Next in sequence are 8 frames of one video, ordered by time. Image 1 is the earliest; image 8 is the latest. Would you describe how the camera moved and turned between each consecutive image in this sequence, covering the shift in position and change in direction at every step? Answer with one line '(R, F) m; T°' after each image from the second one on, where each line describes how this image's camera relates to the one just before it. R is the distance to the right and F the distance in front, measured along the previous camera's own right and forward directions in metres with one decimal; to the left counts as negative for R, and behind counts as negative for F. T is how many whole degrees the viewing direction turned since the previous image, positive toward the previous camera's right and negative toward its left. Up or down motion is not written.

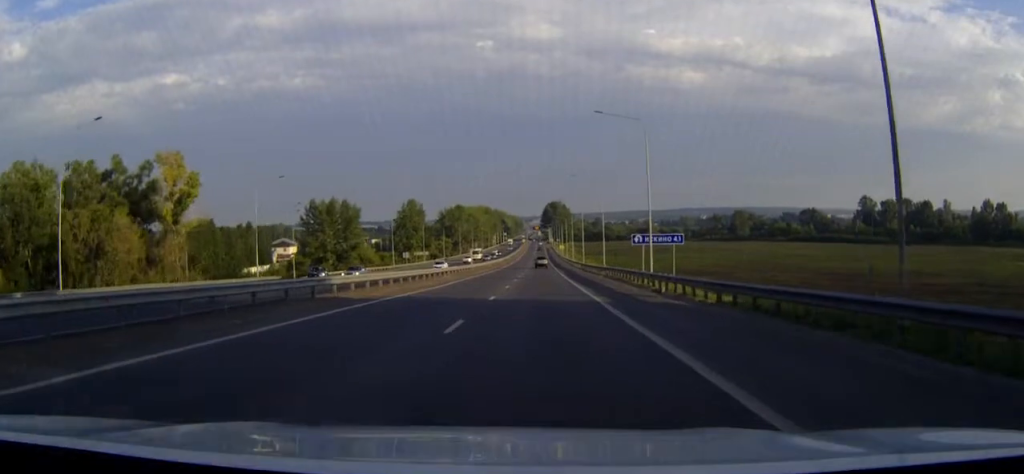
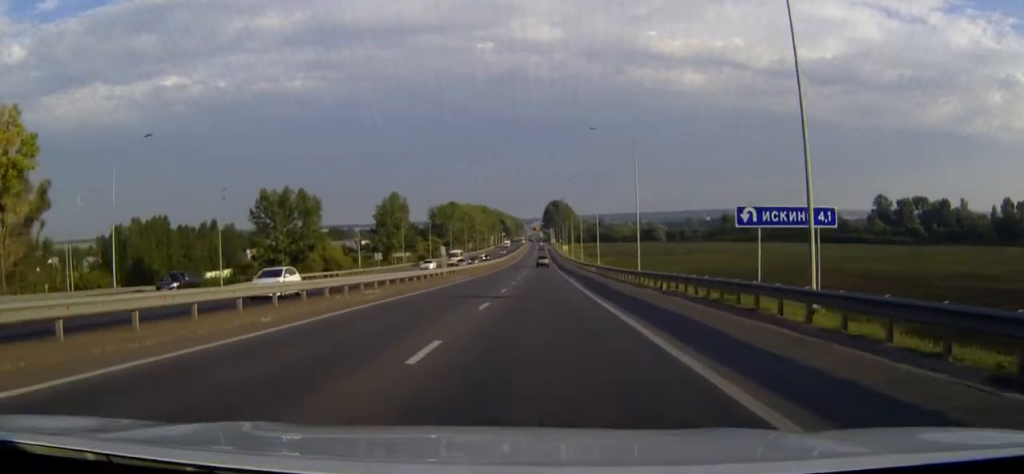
(0.0, +27.8) m; 0°
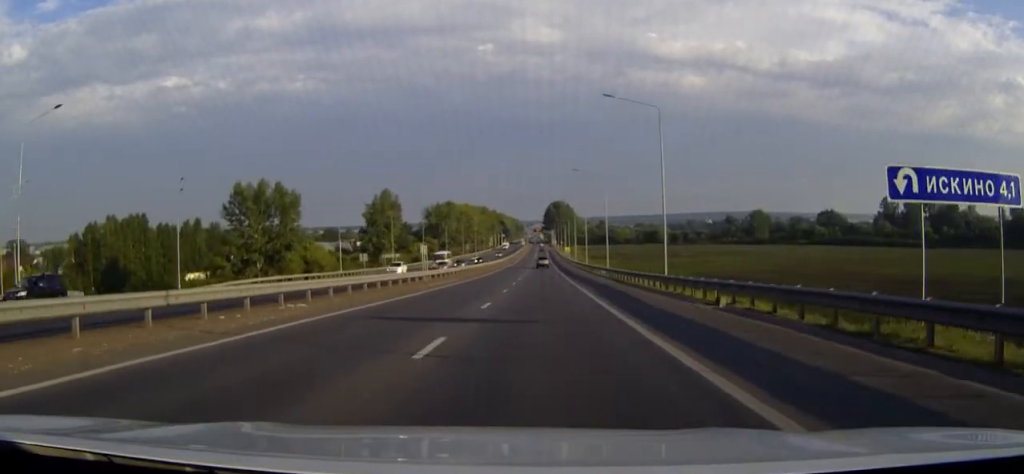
(0.0, +11.3) m; 0°
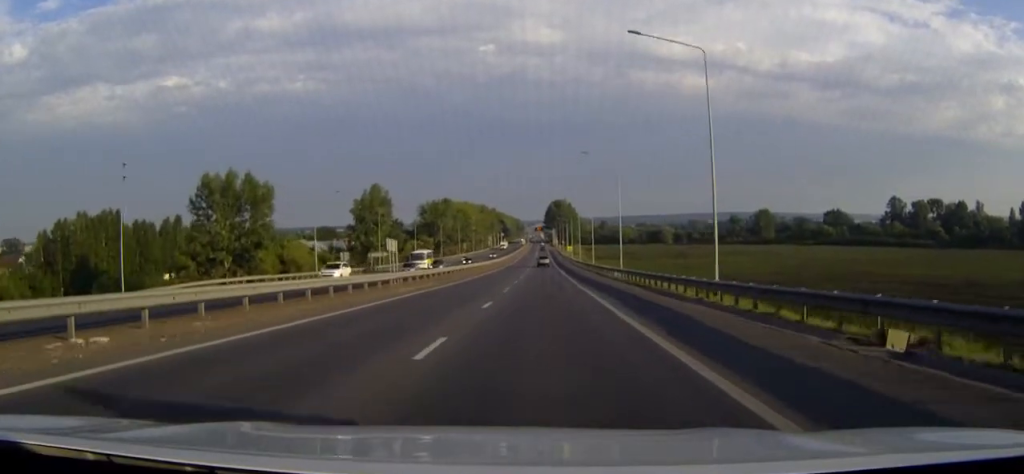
(0.0, +12.1) m; 0°
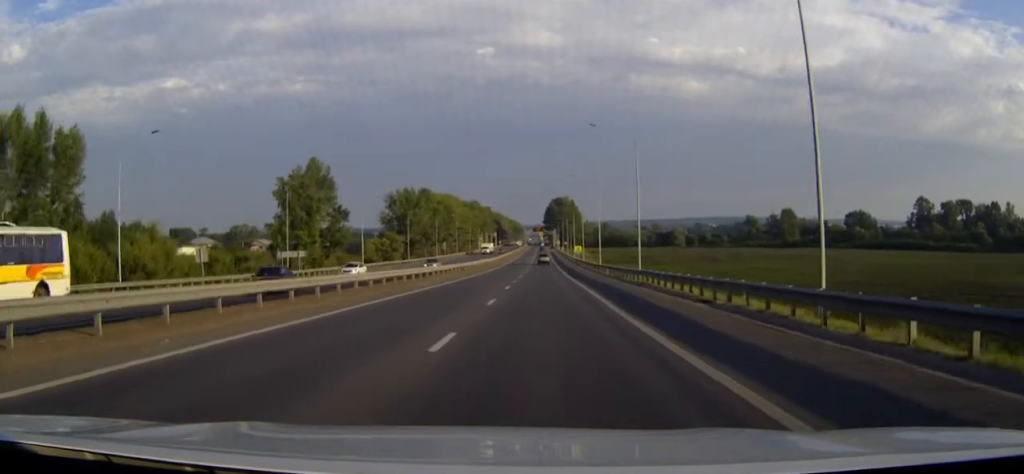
(0.0, +46.9) m; 0°
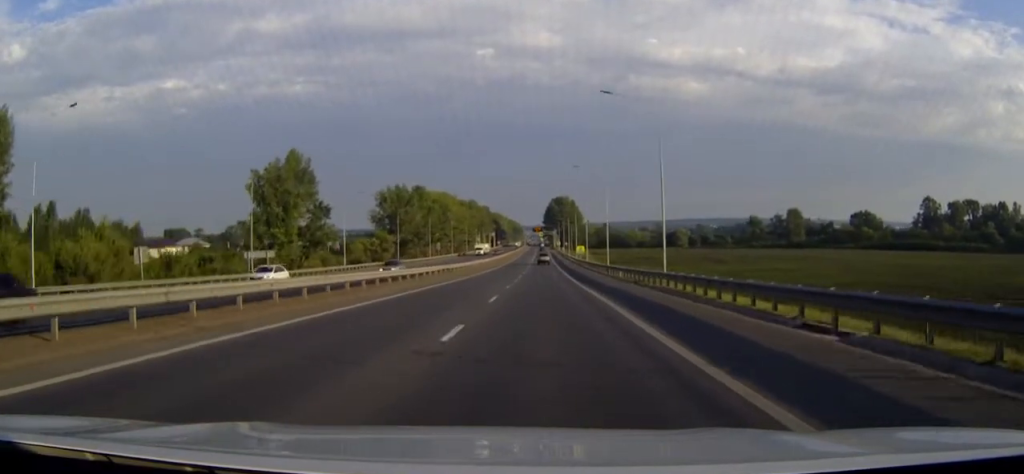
(0.0, +10.5) m; 0°
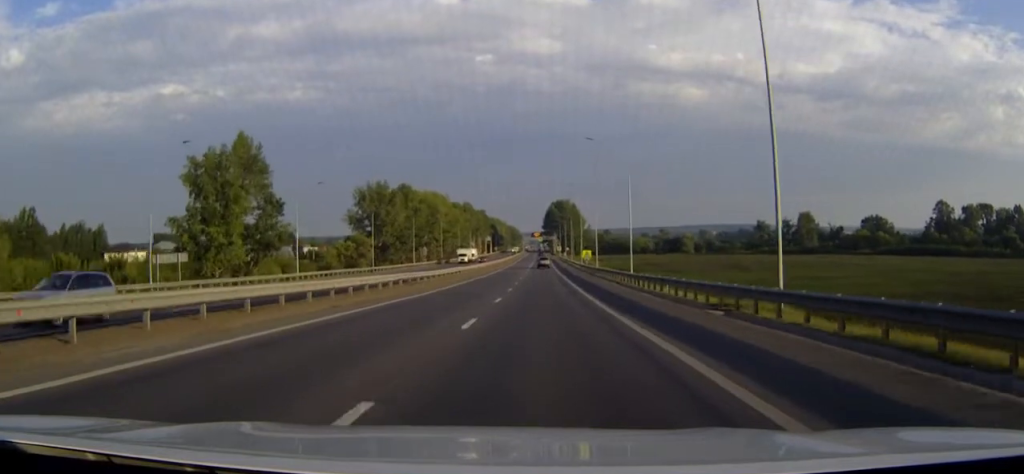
(0.0, +20.2) m; 0°
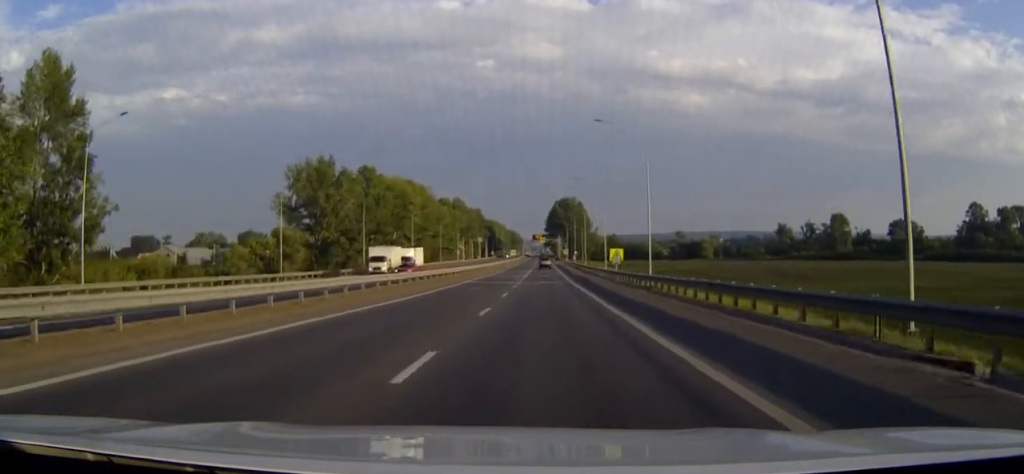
(0.0, +43.0) m; 0°
